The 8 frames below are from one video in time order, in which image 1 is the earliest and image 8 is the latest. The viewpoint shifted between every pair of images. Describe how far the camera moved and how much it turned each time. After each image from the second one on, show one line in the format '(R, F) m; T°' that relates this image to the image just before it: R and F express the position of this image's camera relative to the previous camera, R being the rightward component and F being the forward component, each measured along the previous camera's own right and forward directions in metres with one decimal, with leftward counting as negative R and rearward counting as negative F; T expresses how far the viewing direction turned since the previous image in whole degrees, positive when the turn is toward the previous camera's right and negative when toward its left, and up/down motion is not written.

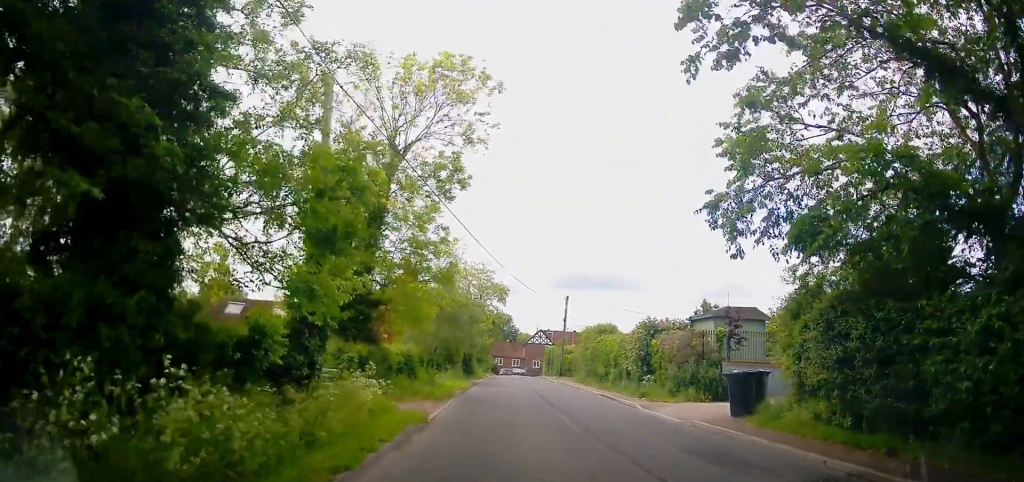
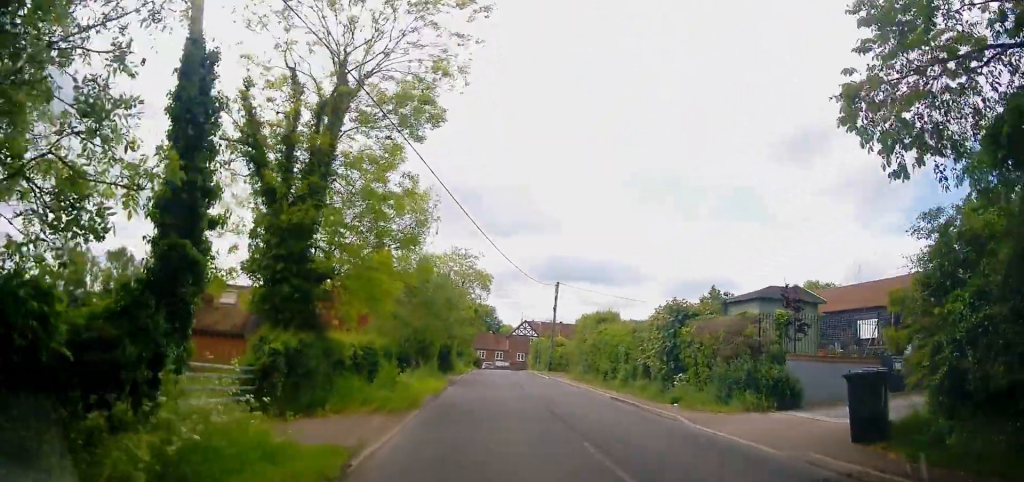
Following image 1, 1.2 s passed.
(+0.1, +5.6) m; +2°
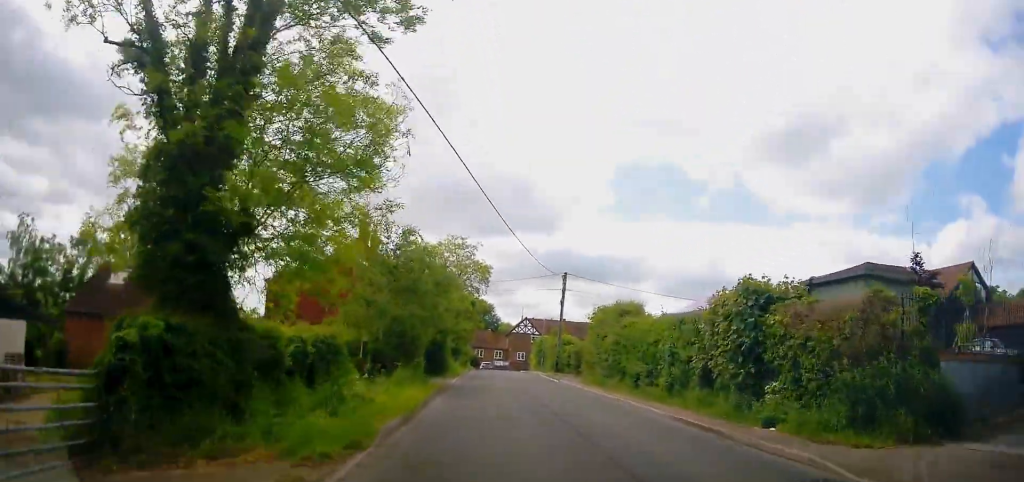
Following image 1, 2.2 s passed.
(-0.1, +5.8) m; -3°
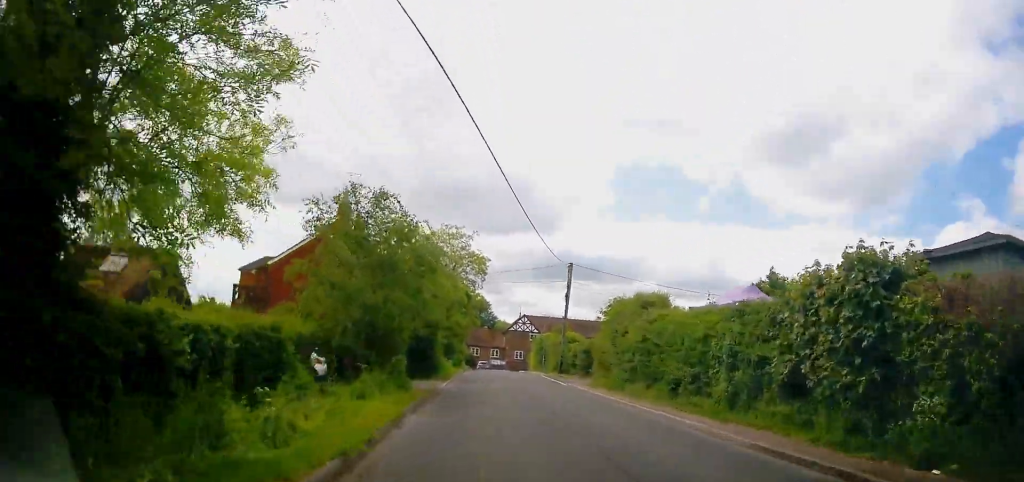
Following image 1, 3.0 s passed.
(-0.3, +4.7) m; +1°
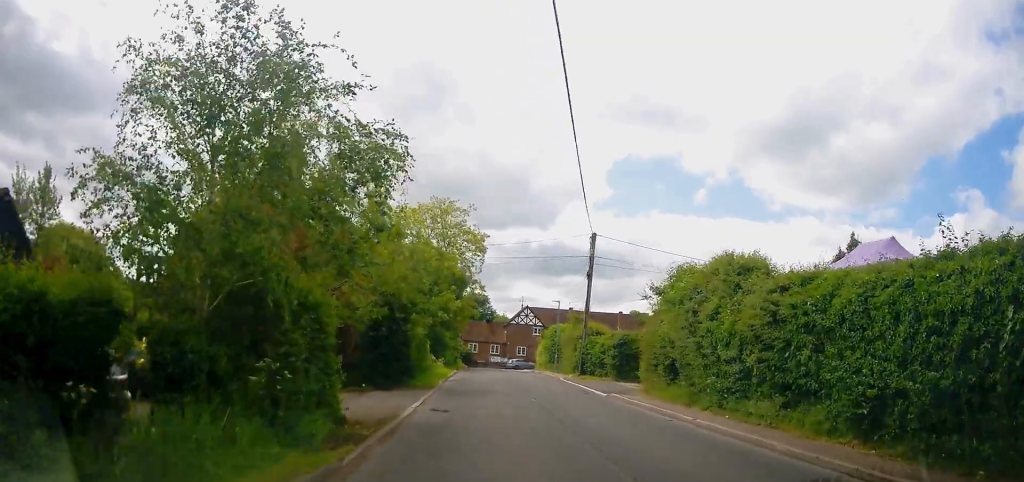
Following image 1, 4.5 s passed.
(+0.8, +9.2) m; +3°
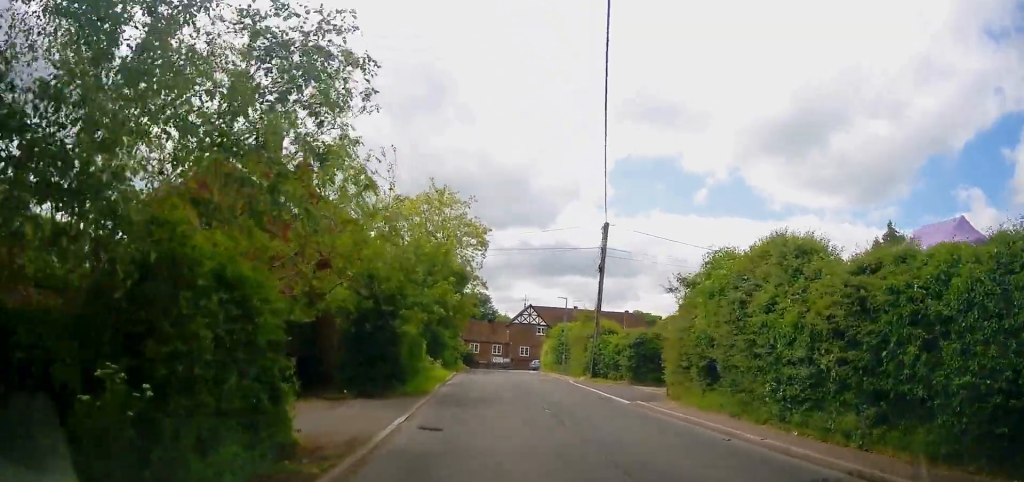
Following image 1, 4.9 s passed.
(+0.1, +2.8) m; -2°
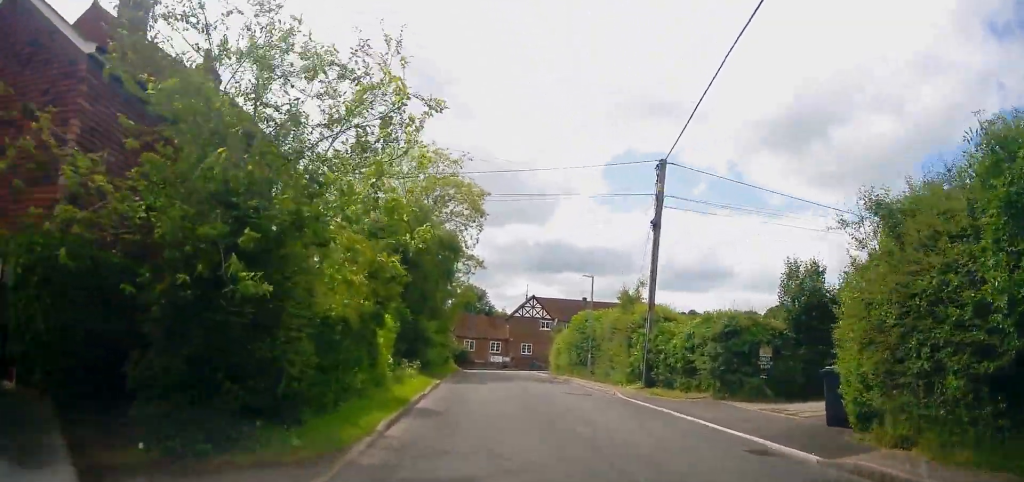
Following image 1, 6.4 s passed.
(-0.2, +9.8) m; +3°
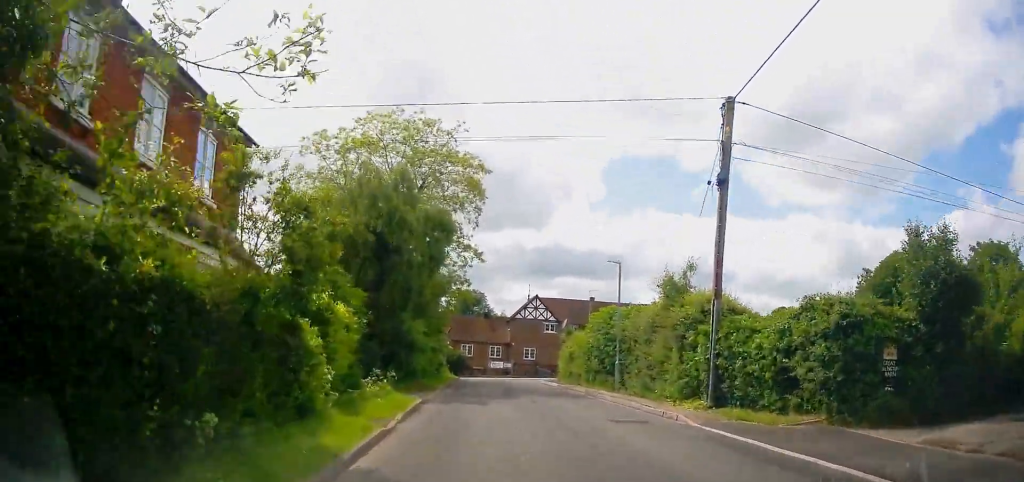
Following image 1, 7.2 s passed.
(+0.3, +5.8) m; +1°
